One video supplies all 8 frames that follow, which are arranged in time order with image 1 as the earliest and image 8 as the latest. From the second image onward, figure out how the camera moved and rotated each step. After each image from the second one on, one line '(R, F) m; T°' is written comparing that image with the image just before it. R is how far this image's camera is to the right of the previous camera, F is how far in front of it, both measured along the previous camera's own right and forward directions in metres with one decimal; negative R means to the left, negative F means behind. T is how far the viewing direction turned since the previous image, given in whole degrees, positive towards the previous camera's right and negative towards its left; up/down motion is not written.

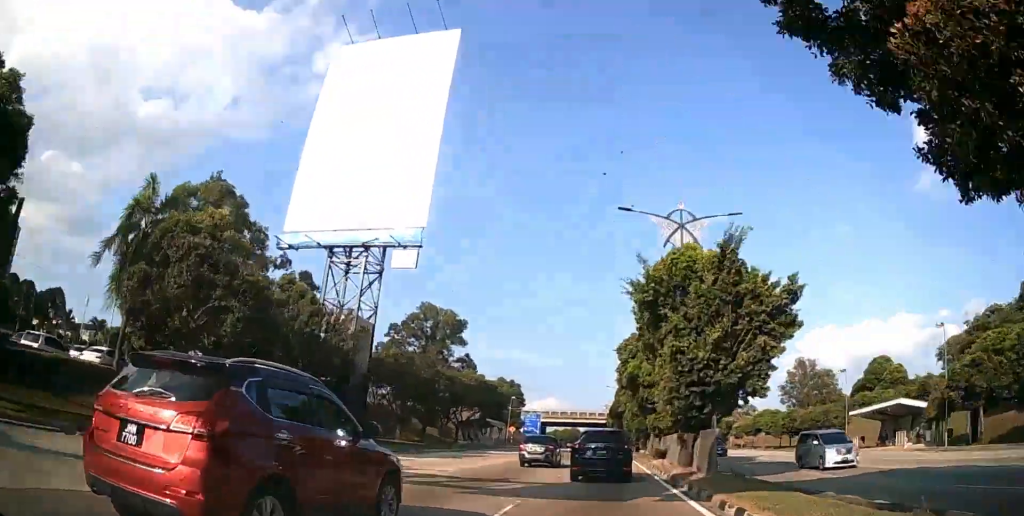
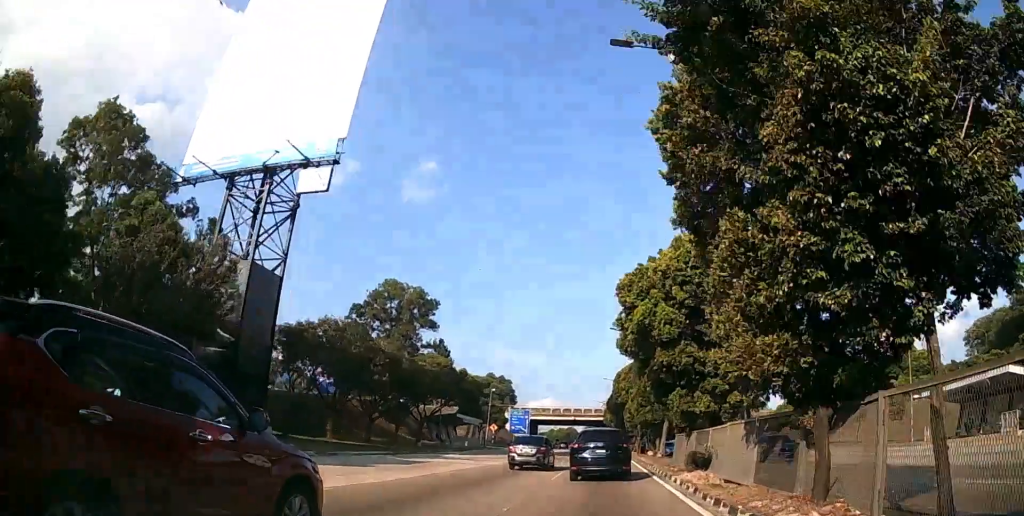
(0.0, +12.7) m; 0°
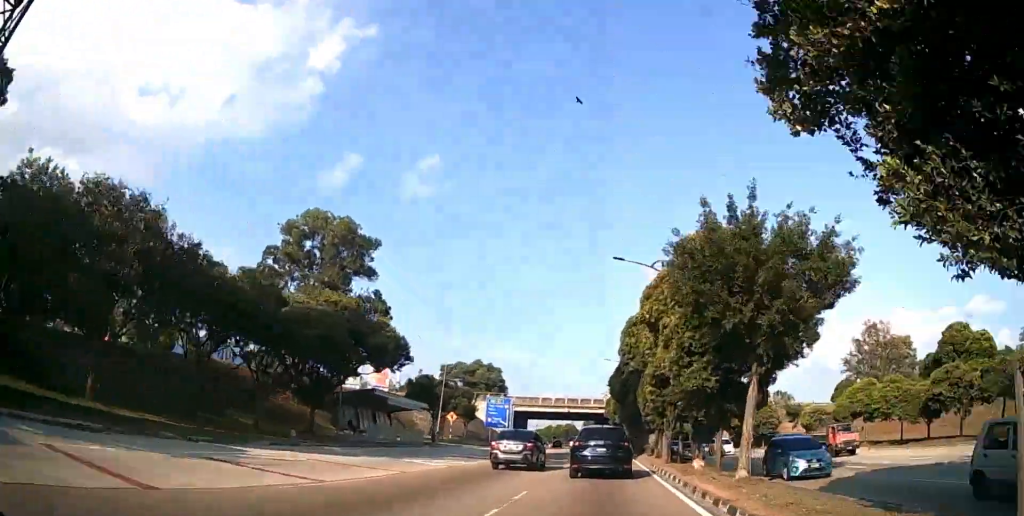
(0.0, +21.7) m; 0°
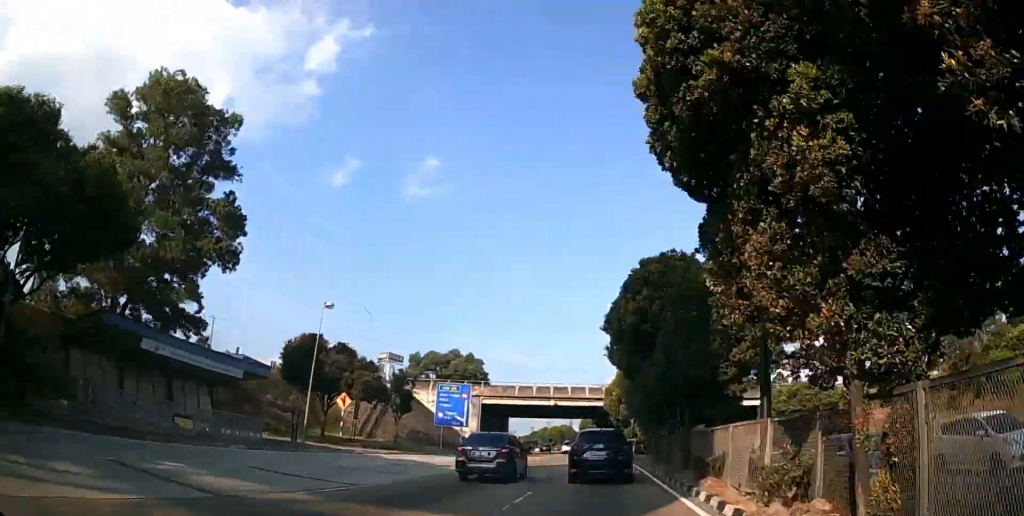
(0.0, +23.2) m; 0°
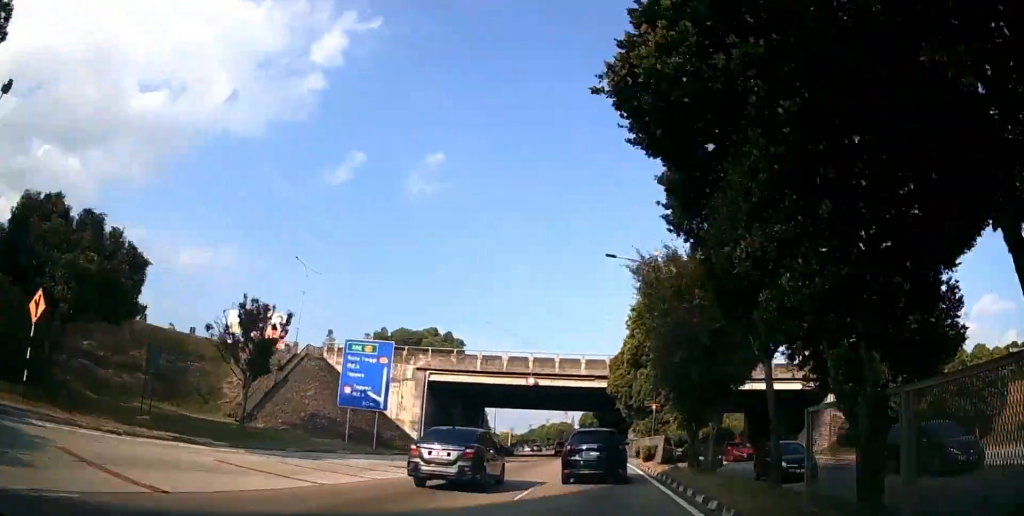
(0.0, +21.4) m; 0°
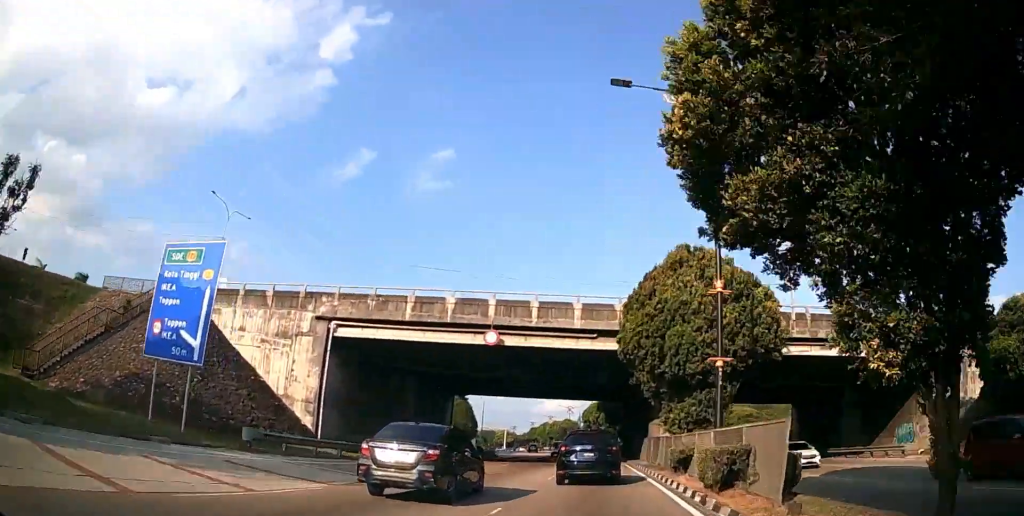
(-0.1, +17.5) m; -1°
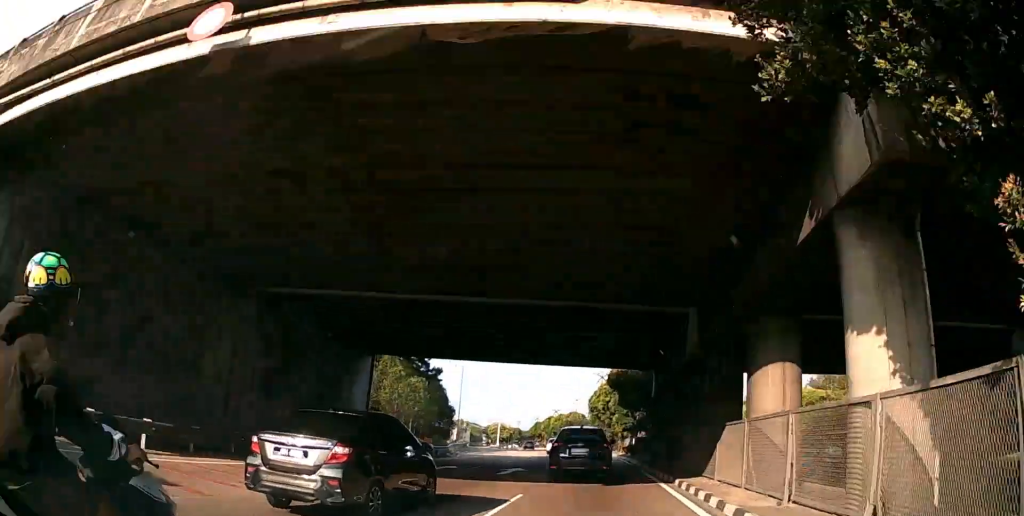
(-0.2, +22.8) m; -1°
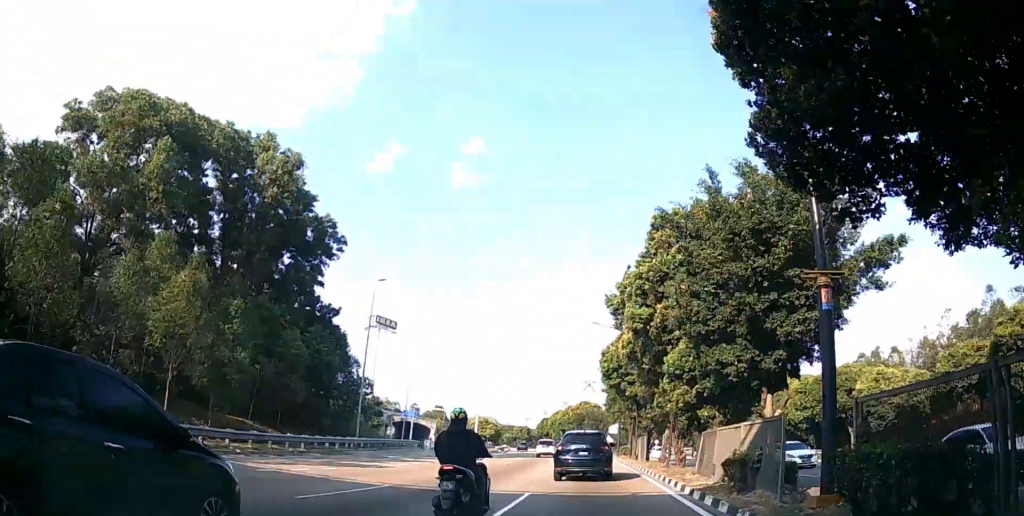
(-0.4, +34.9) m; -1°
